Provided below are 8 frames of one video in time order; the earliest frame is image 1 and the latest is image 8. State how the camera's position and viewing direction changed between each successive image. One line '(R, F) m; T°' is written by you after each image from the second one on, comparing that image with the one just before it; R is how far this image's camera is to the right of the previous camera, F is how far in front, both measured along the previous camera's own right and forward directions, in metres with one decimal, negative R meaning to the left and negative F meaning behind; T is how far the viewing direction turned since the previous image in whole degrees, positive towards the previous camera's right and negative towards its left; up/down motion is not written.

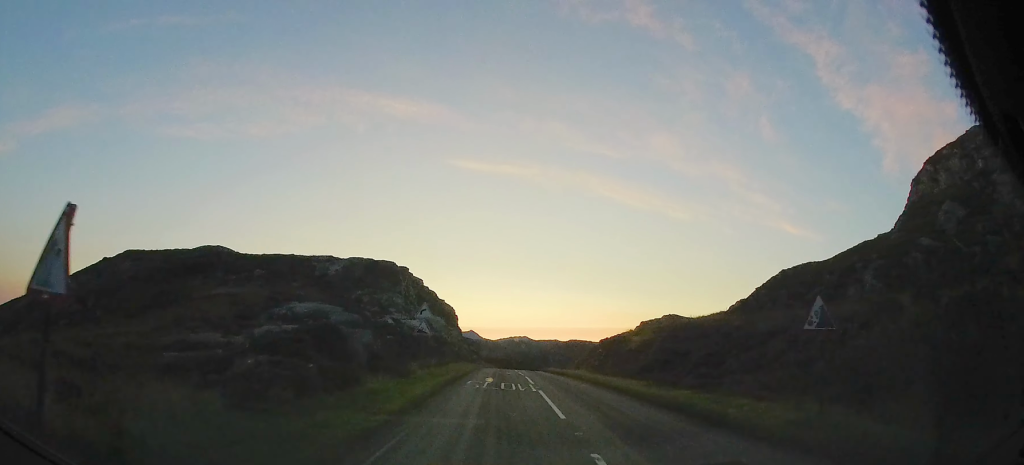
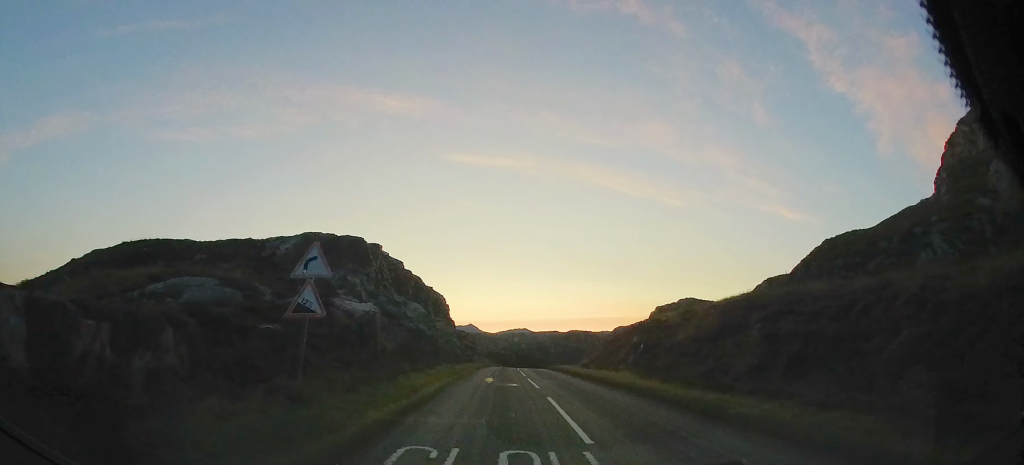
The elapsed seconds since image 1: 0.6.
(-0.1, +11.7) m; +1°
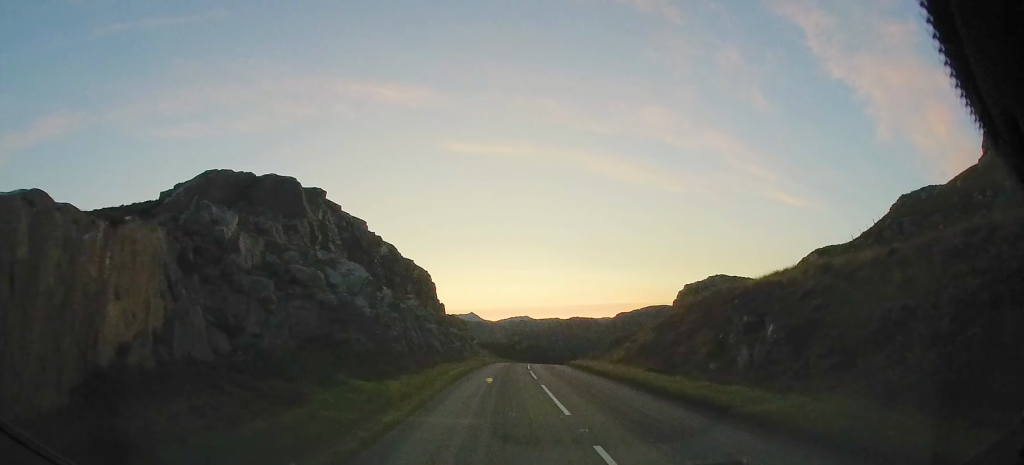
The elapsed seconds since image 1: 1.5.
(+0.5, +15.4) m; +1°
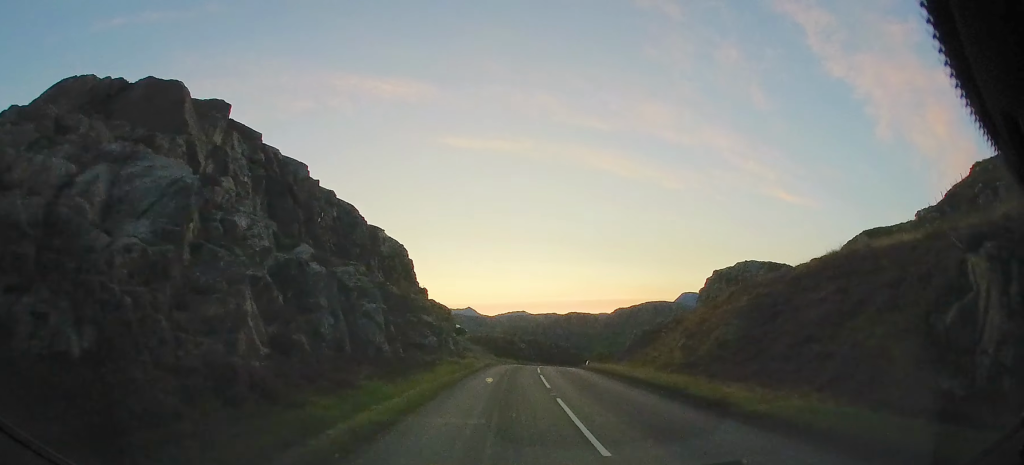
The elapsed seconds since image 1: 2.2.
(-0.1, +12.8) m; -1°
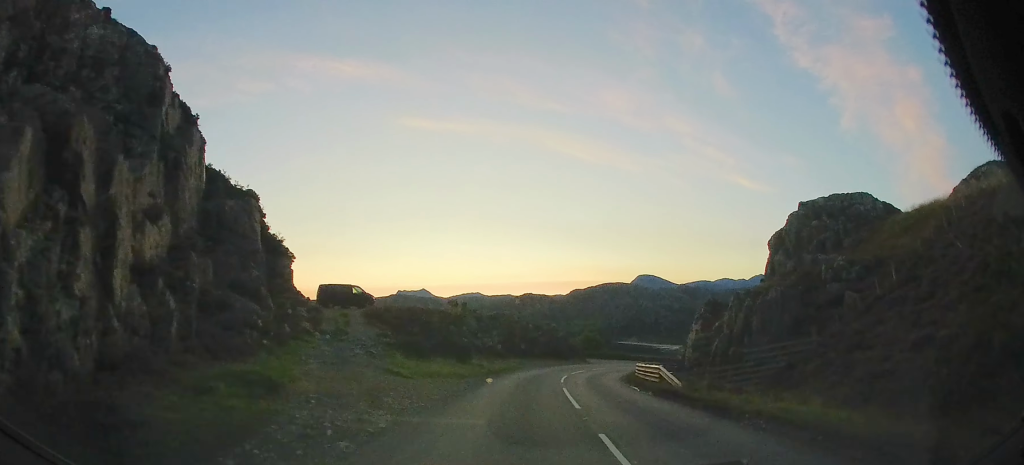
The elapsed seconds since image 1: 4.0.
(-0.7, +32.3) m; +1°
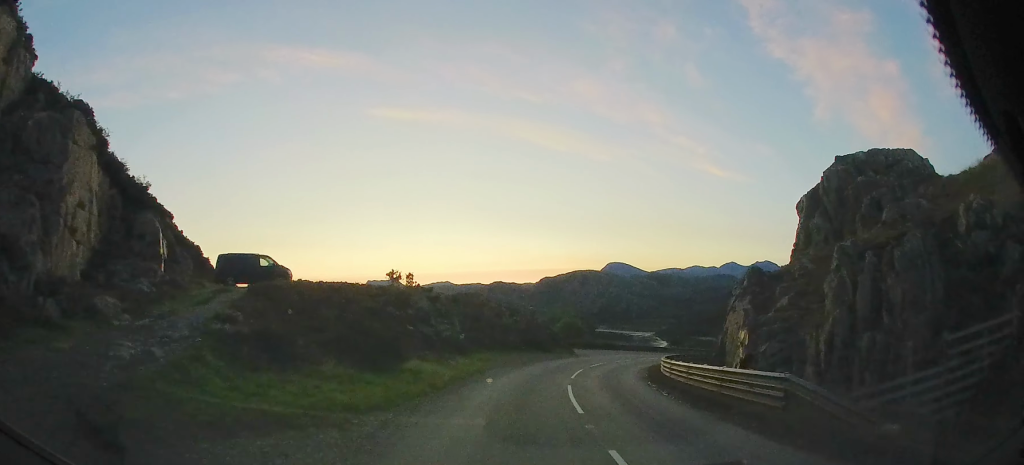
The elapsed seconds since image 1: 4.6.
(0.0, +11.0) m; +3°
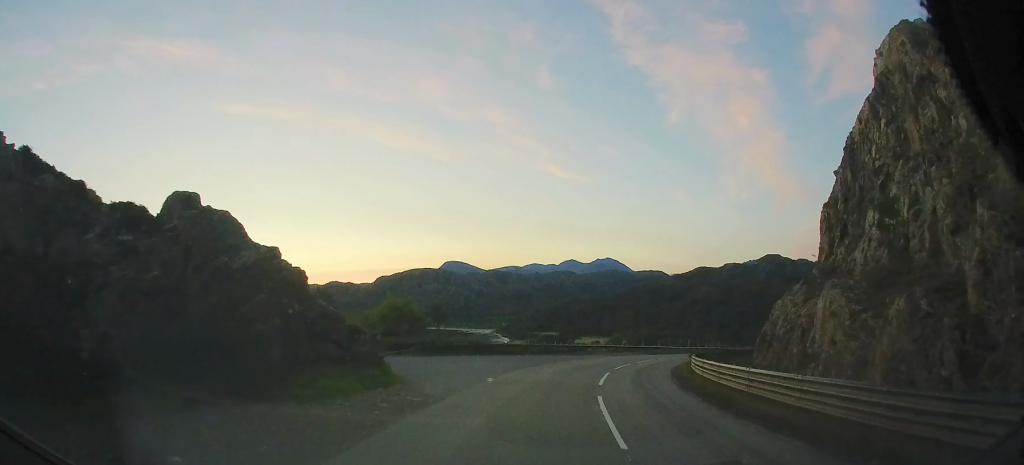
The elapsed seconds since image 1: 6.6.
(+3.4, +33.2) m; +12°
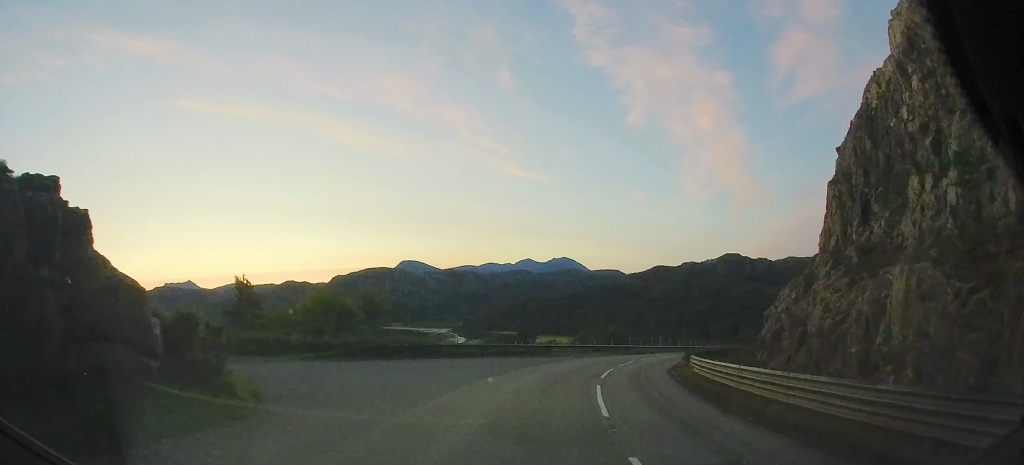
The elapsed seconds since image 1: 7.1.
(+0.3, +6.4) m; +4°
